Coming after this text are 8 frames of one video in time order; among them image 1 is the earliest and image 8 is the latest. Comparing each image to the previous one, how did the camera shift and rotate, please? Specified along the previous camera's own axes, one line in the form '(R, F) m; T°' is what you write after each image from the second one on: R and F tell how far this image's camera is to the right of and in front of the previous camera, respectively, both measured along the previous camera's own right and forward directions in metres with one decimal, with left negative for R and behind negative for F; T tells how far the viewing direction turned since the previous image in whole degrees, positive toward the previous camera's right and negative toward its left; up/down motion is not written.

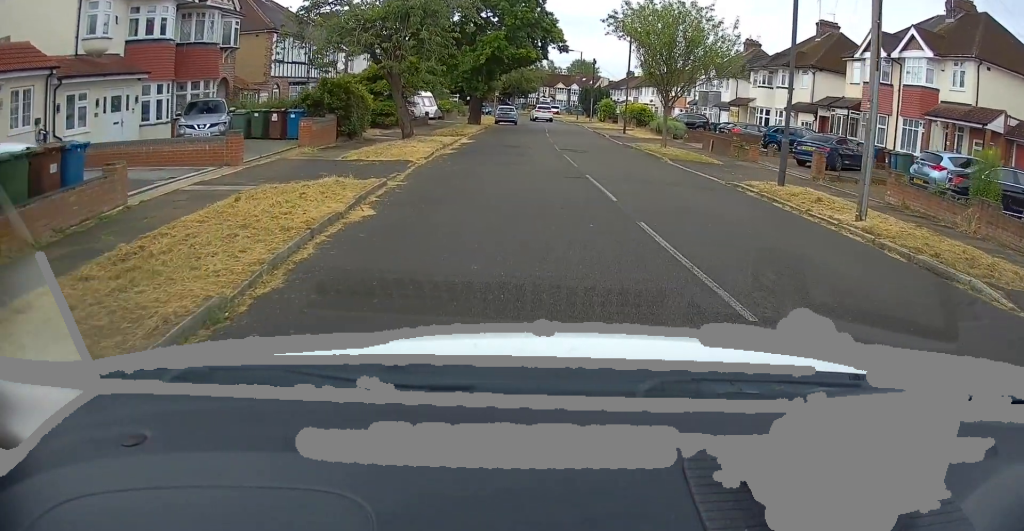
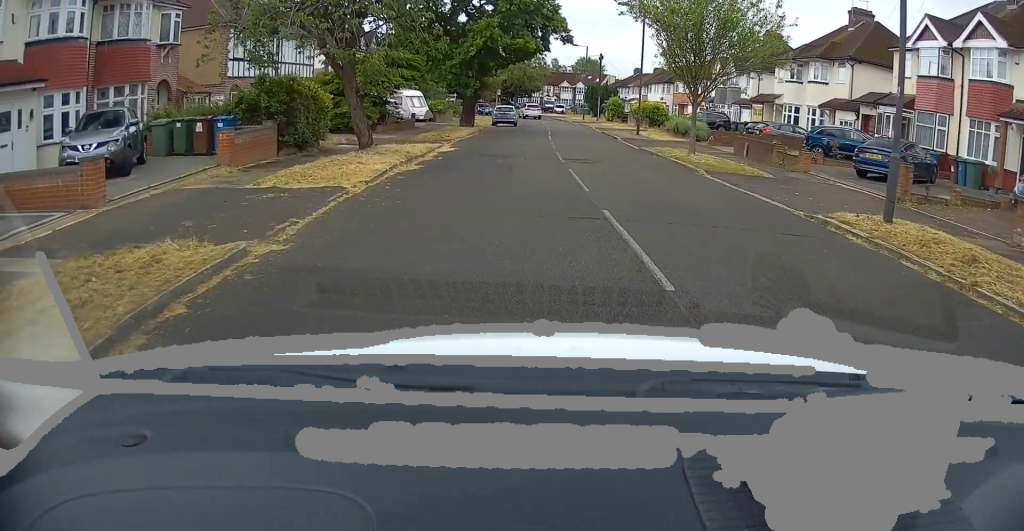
(0.0, +5.4) m; 0°
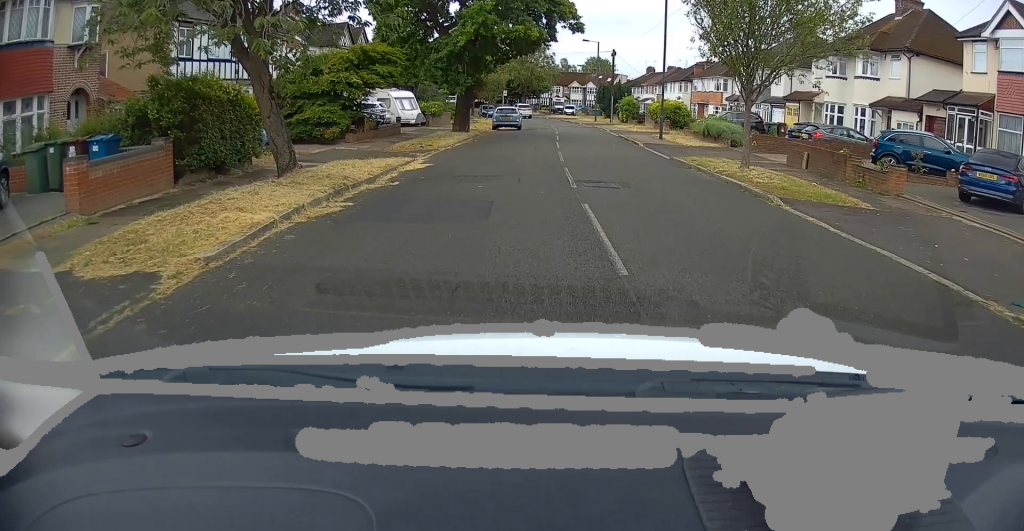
(0.0, +5.8) m; 0°
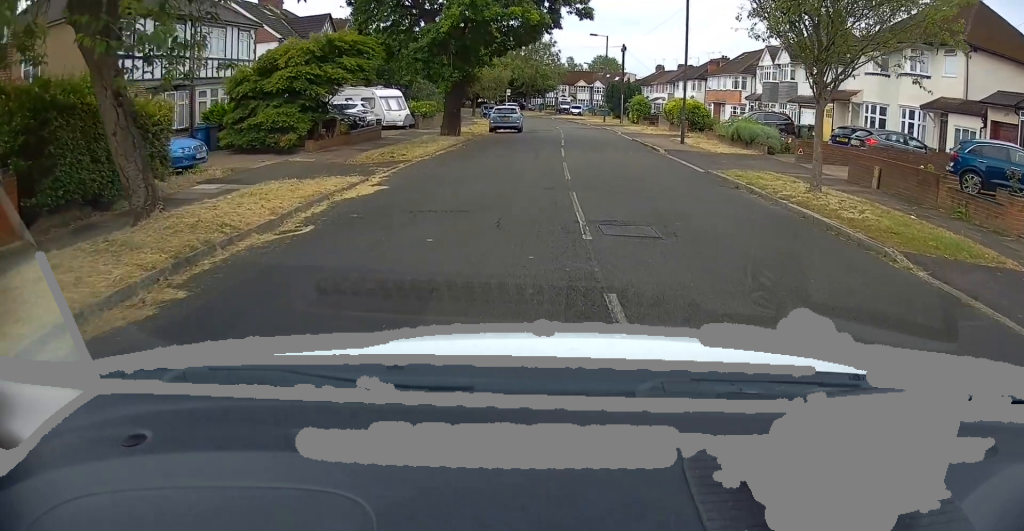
(0.0, +4.5) m; 0°
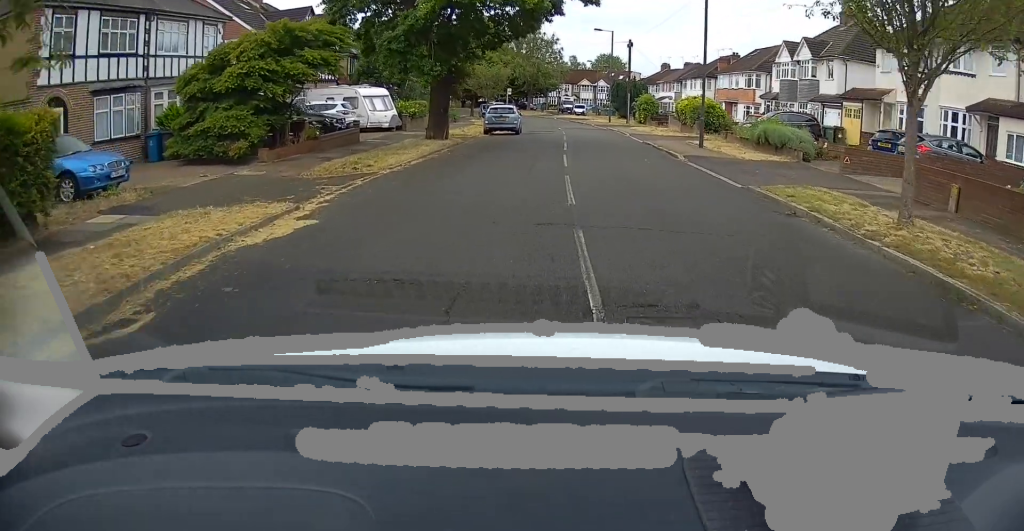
(0.0, +3.5) m; 0°
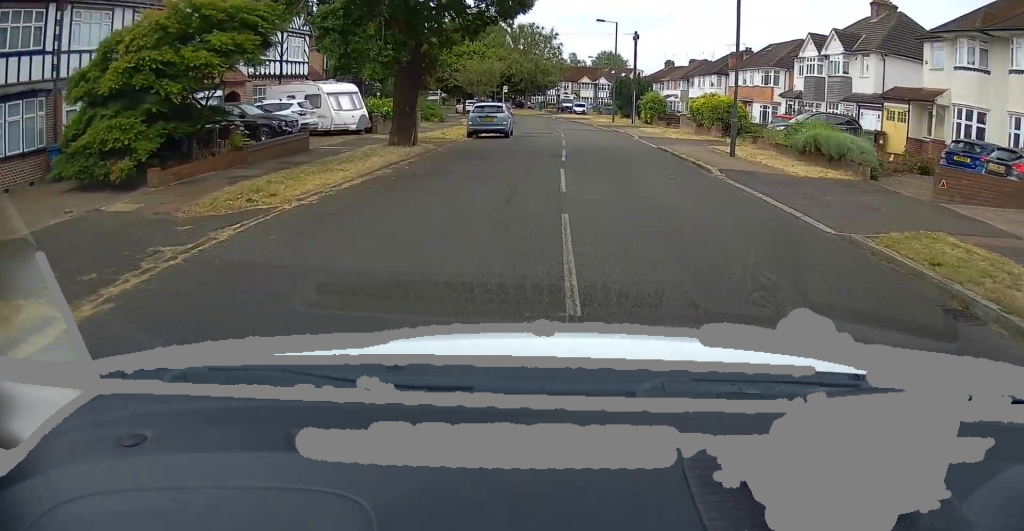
(-0.1, +5.1) m; 0°
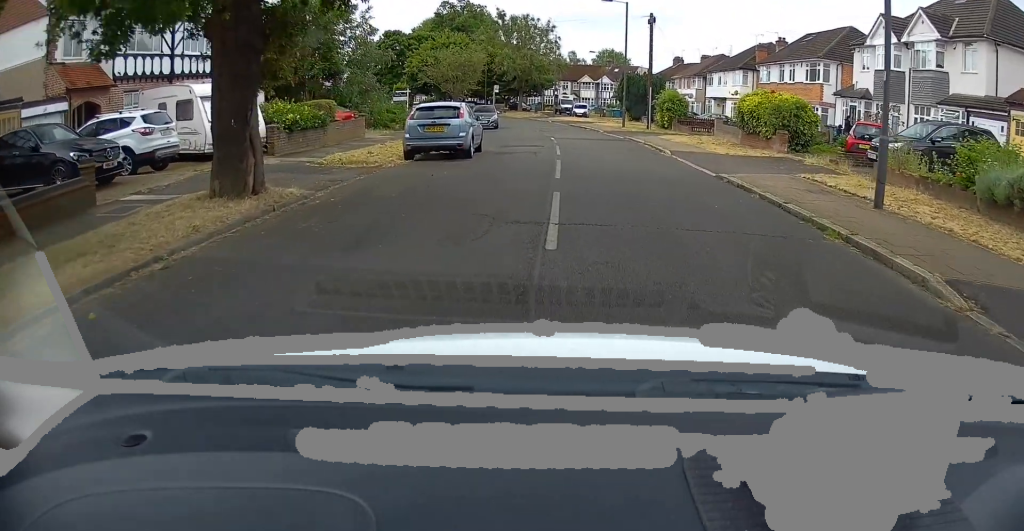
(0.0, +10.4) m; 0°
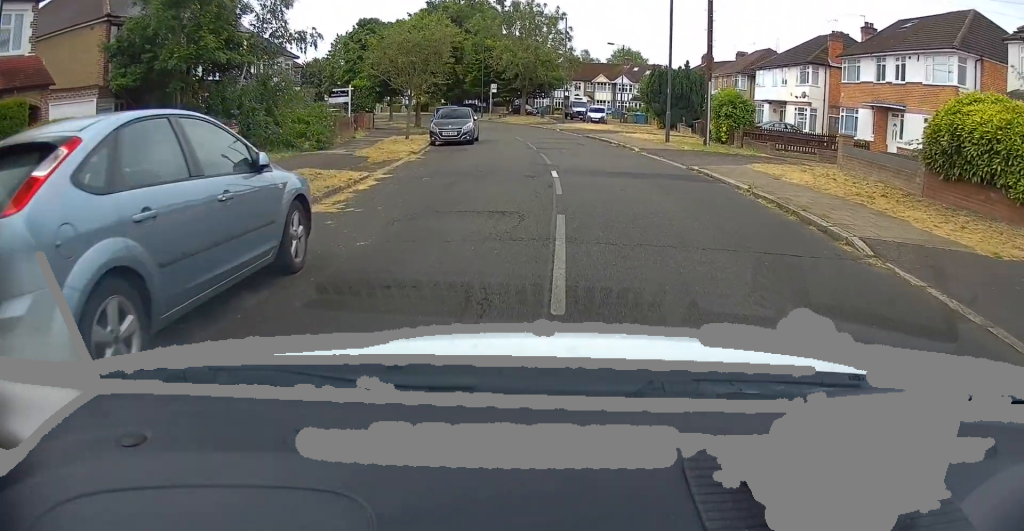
(-0.3, +14.6) m; -2°
